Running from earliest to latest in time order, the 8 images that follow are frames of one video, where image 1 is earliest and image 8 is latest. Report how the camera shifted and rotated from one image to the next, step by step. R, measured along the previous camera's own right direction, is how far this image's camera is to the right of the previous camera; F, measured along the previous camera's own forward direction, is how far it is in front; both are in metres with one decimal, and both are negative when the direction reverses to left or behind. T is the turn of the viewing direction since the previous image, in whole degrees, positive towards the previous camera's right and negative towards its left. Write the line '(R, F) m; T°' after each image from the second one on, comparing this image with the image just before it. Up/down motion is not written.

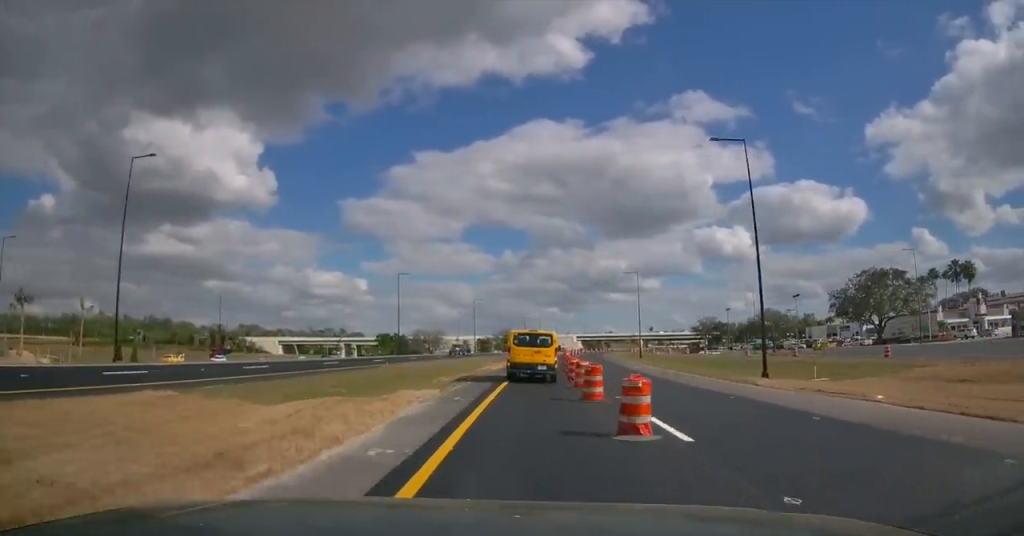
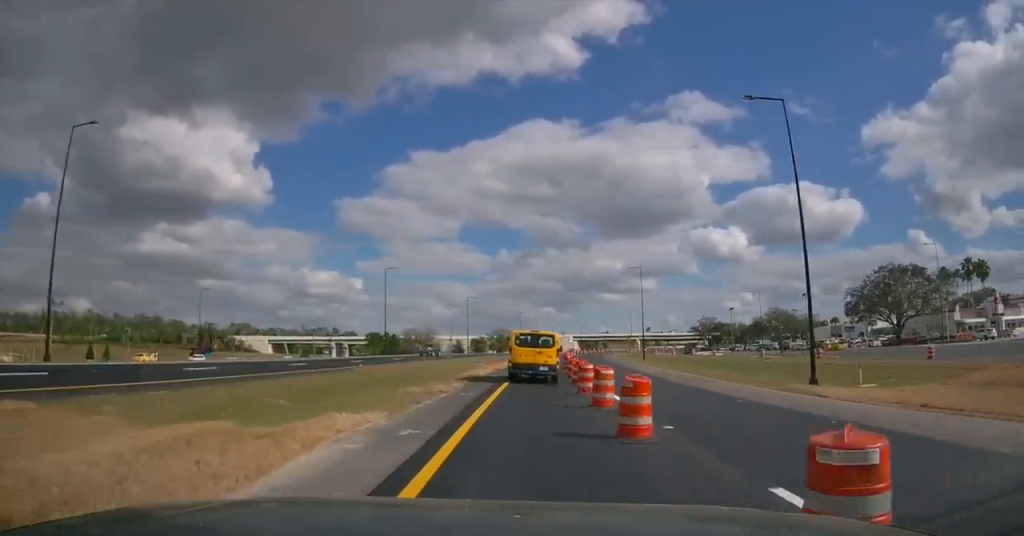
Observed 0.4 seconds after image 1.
(+0.2, +6.2) m; +1°
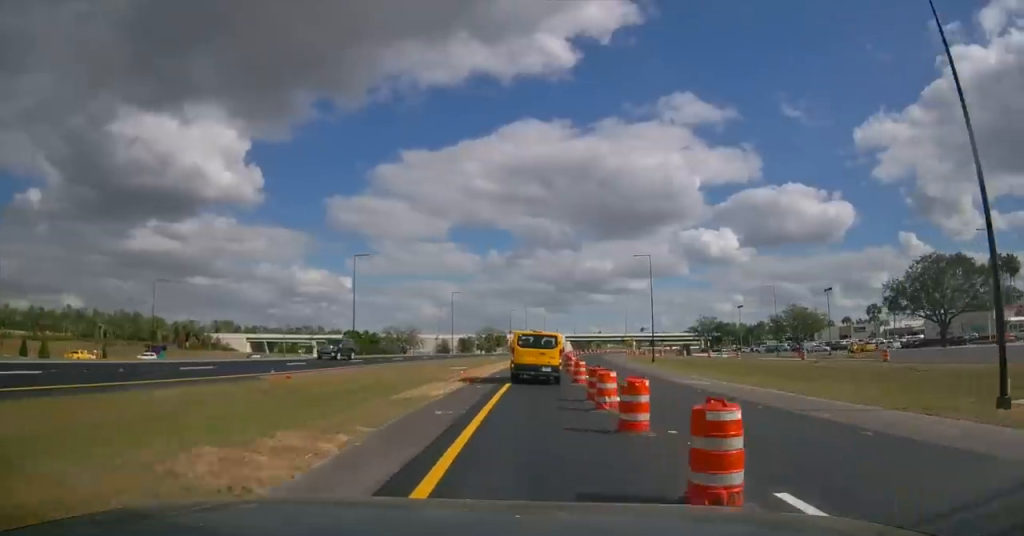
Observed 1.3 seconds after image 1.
(+0.2, +12.5) m; +1°
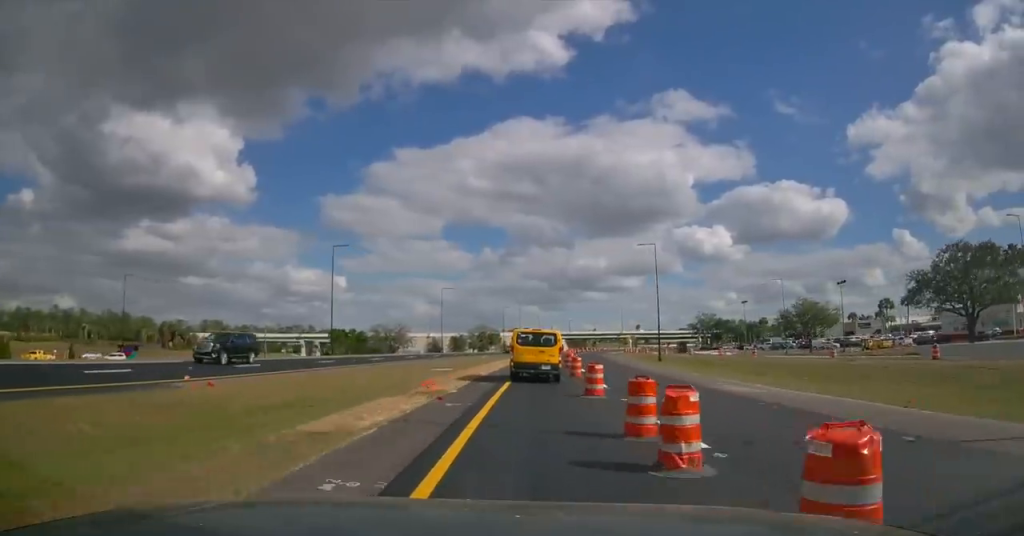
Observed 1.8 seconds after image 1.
(0.0, +6.7) m; 0°
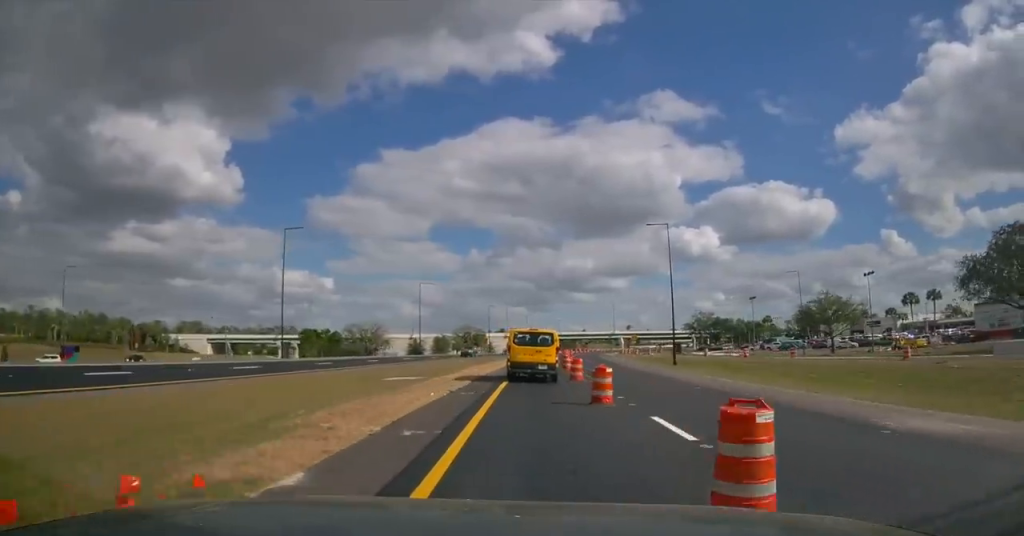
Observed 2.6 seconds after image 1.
(+0.1, +11.8) m; +1°
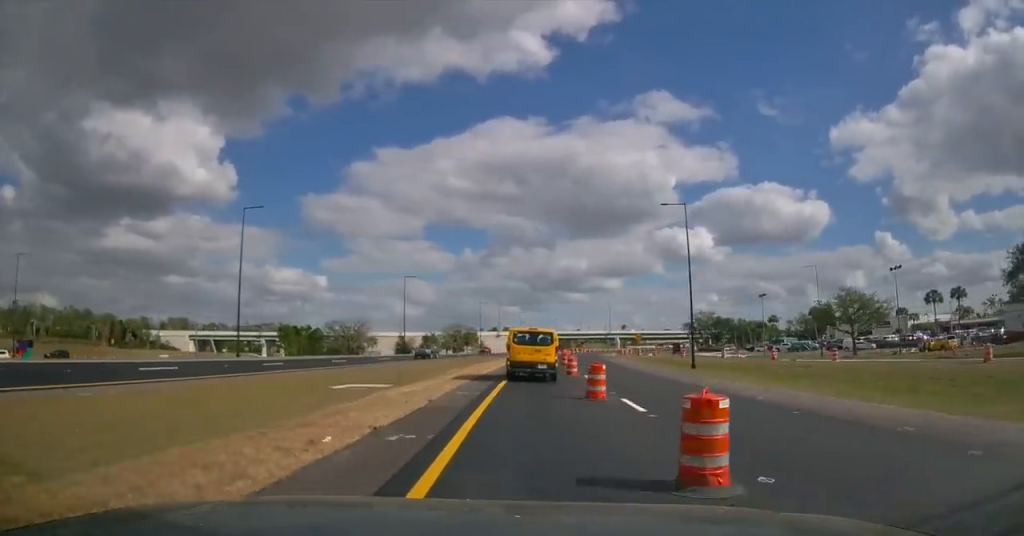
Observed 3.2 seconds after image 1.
(0.0, +8.5) m; +1°
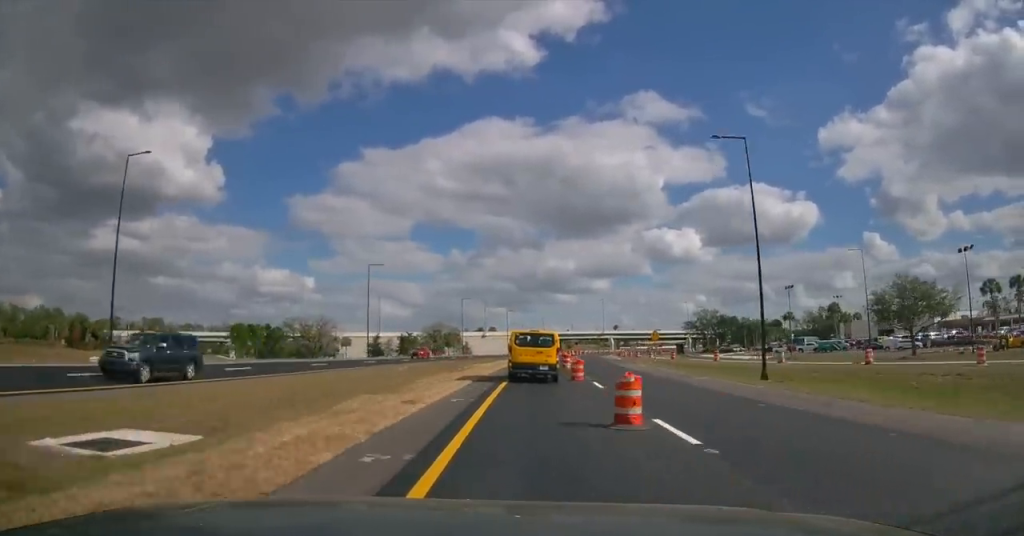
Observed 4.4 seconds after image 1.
(+0.2, +16.9) m; +1°
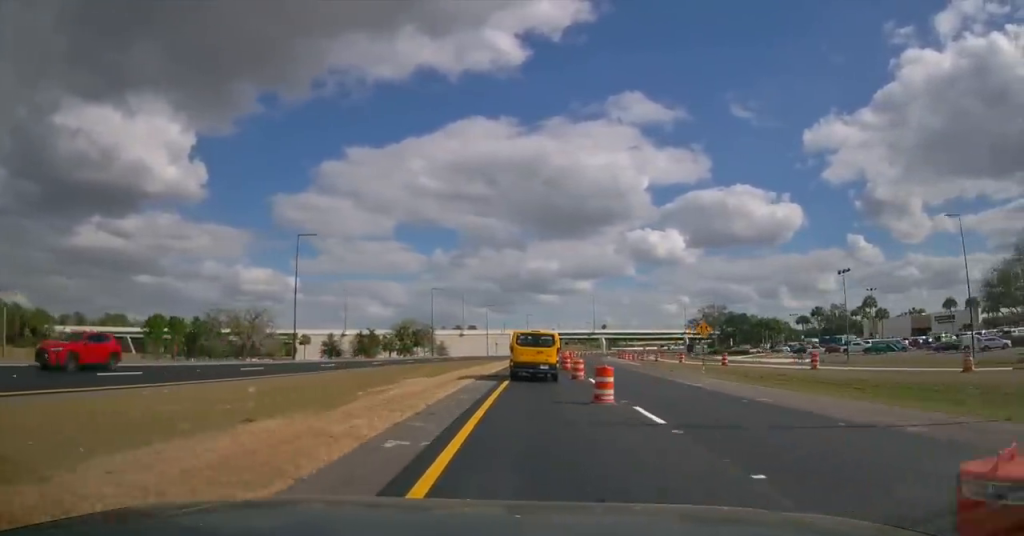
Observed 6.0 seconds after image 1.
(+0.3, +23.1) m; +2°
